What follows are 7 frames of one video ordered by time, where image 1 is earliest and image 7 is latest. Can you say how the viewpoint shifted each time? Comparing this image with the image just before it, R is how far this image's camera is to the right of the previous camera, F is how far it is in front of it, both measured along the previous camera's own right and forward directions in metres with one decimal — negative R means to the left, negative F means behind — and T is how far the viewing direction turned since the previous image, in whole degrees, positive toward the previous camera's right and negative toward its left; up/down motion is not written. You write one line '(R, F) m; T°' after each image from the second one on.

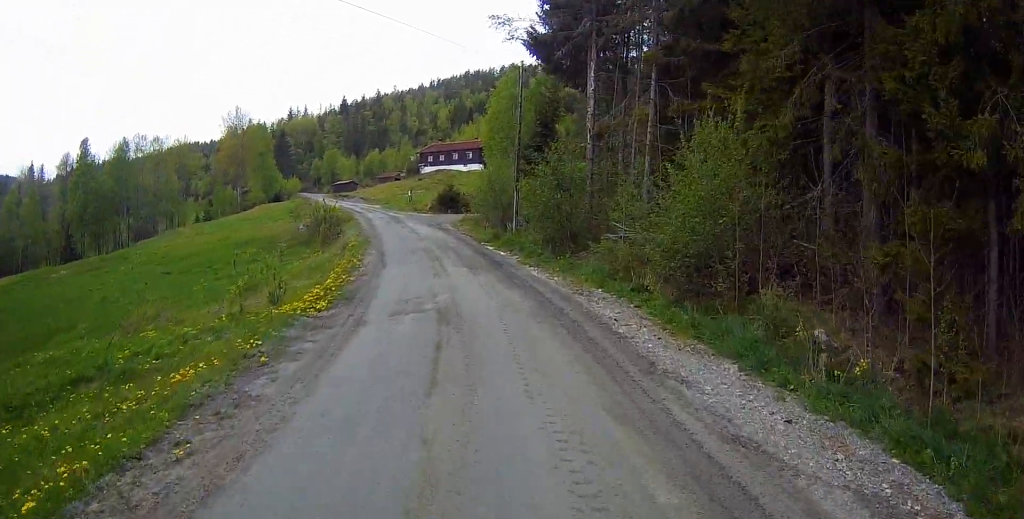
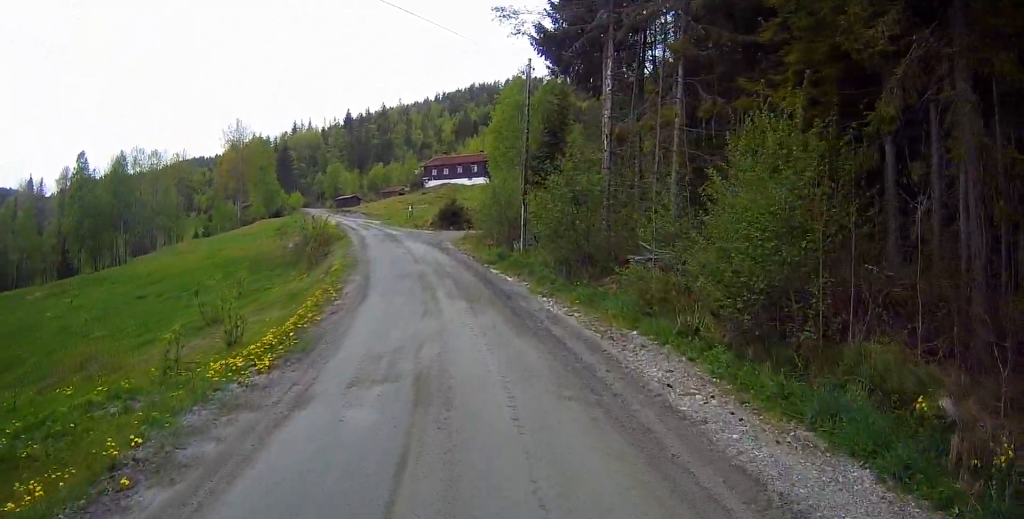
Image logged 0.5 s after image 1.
(-0.2, +3.2) m; -2°
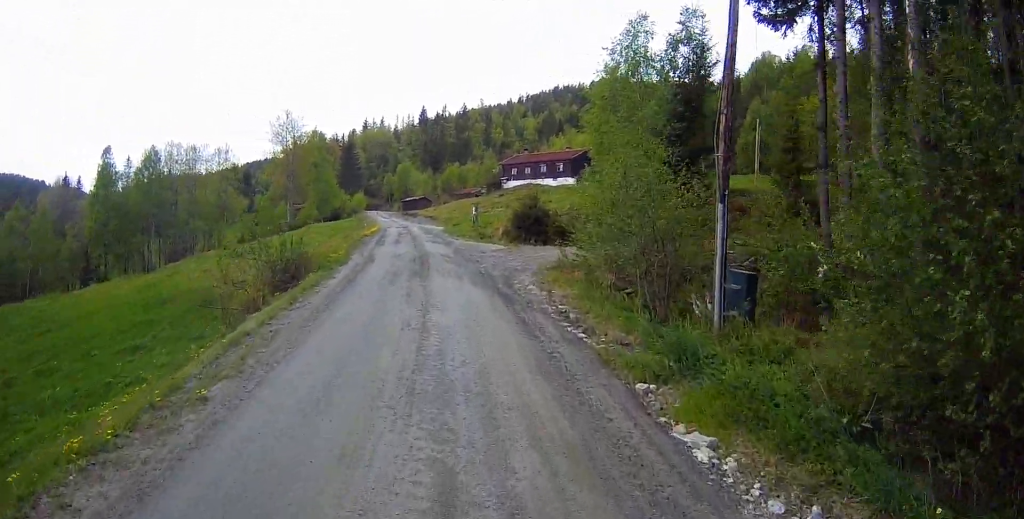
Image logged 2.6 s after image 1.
(-0.3, +15.1) m; -6°
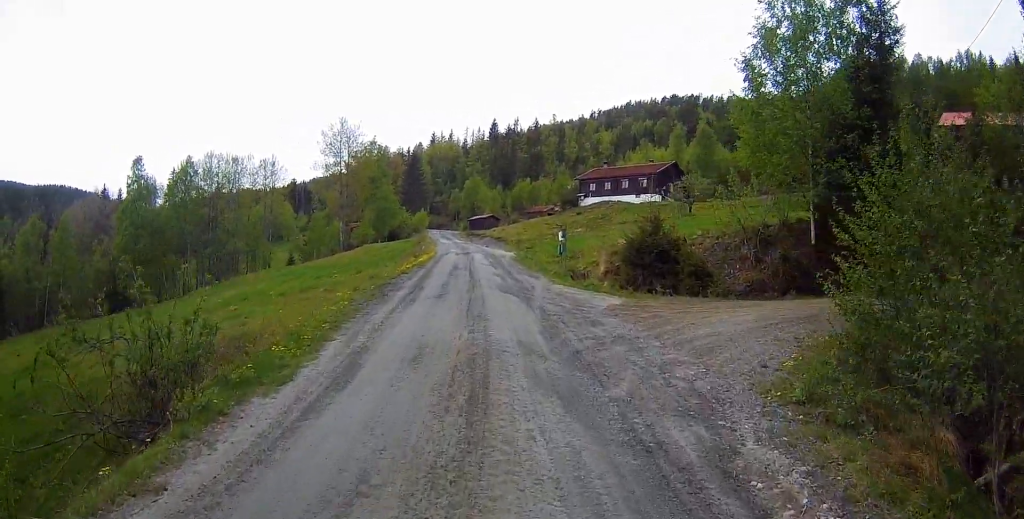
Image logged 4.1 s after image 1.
(-1.1, +10.6) m; -8°
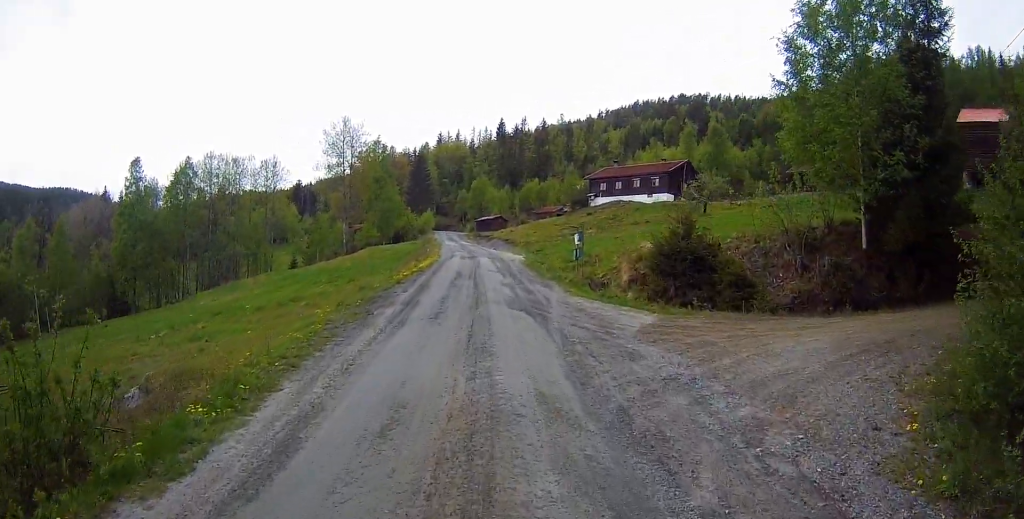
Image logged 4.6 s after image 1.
(0.0, +2.8) m; -1°
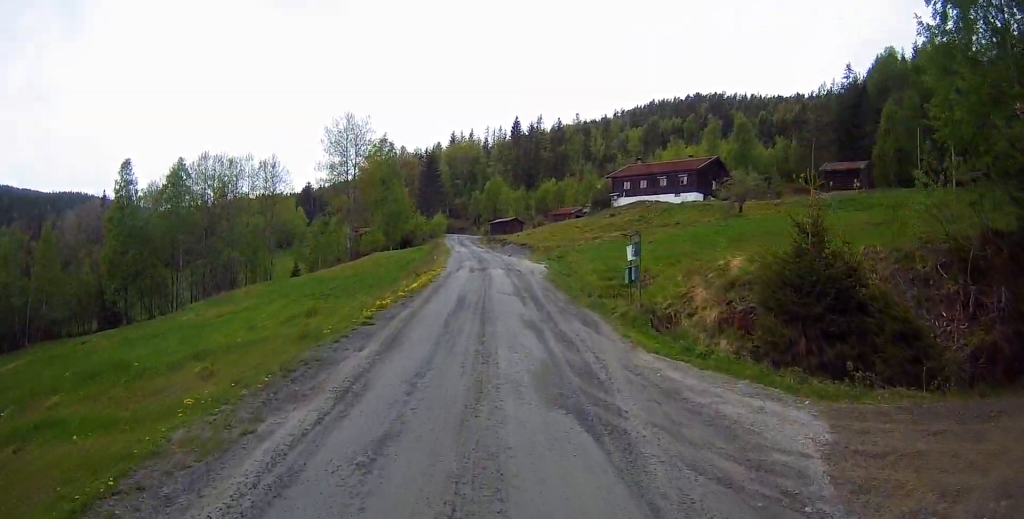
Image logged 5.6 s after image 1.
(0.0, +7.1) m; 0°
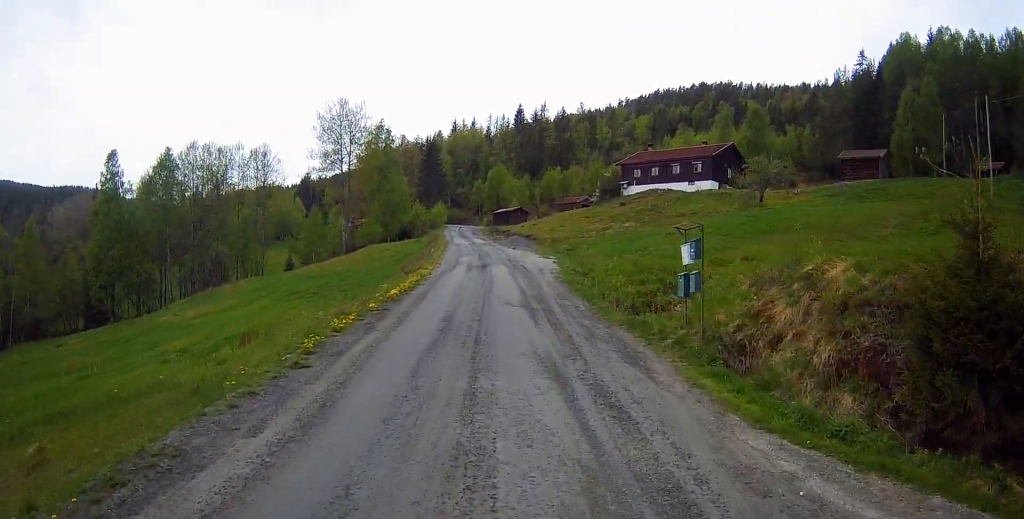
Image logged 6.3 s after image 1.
(0.0, +4.8) m; -2°
